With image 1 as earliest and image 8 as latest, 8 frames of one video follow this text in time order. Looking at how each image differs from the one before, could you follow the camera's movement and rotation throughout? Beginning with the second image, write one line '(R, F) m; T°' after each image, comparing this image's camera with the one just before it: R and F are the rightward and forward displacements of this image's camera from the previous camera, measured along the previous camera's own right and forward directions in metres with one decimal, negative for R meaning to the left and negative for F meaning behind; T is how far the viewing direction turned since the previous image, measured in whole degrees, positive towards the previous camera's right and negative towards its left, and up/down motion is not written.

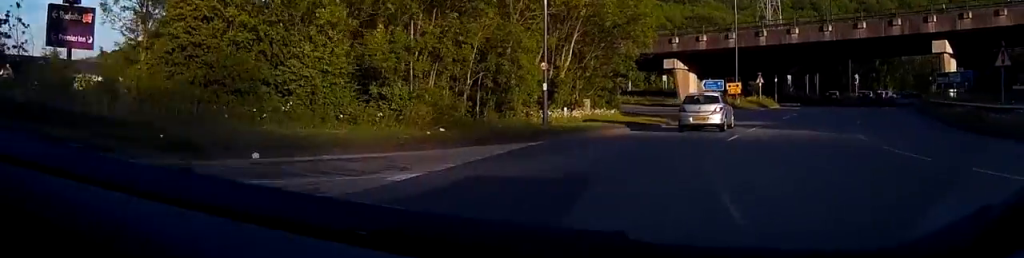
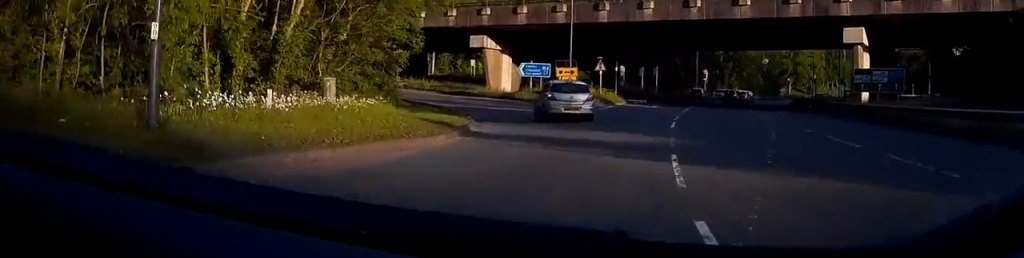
(+2.4, +17.5) m; +13°
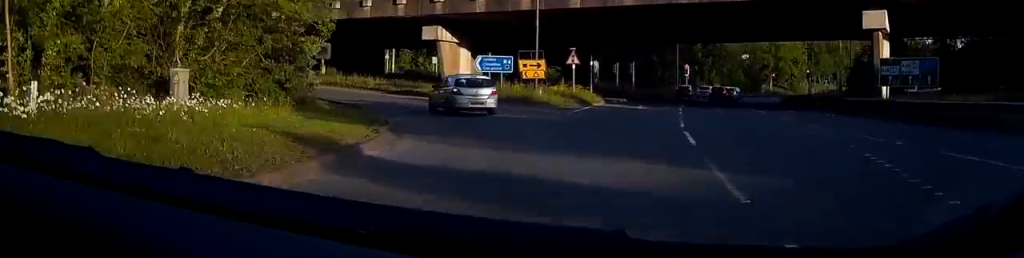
(+0.5, +9.1) m; +3°
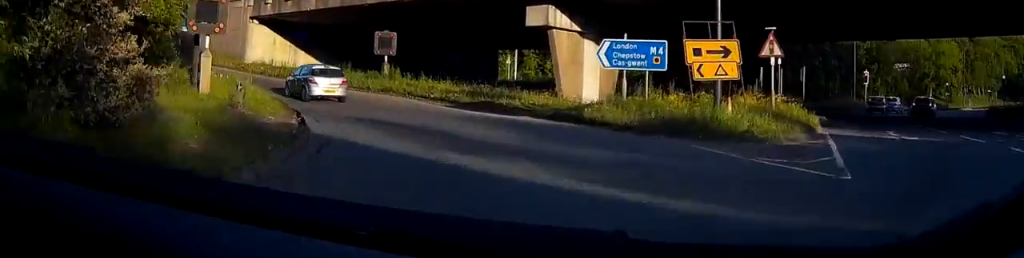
(0.0, +19.3) m; -5°
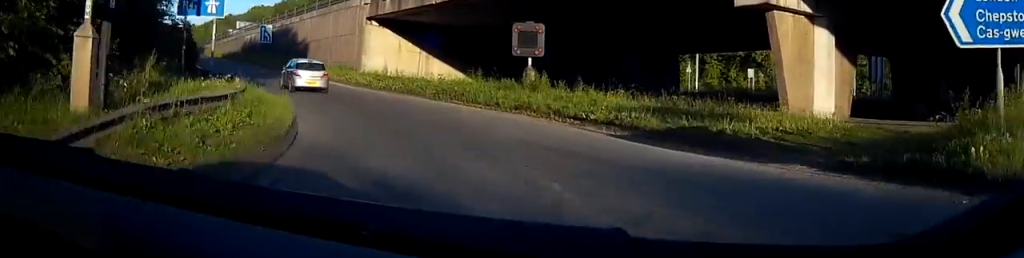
(-1.0, +12.7) m; -11°
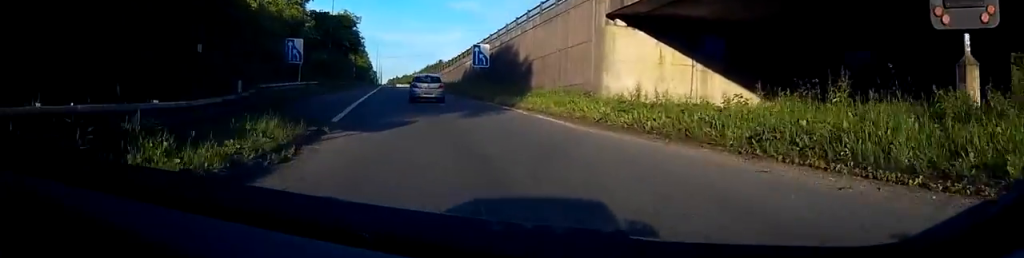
(-2.4, +17.8) m; -15°
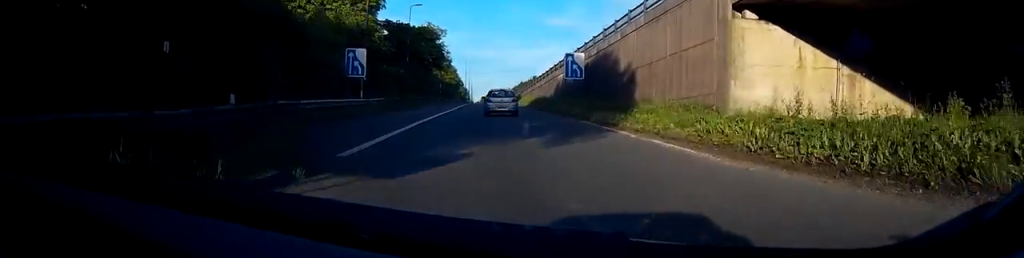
(-0.5, +7.3) m; -5°
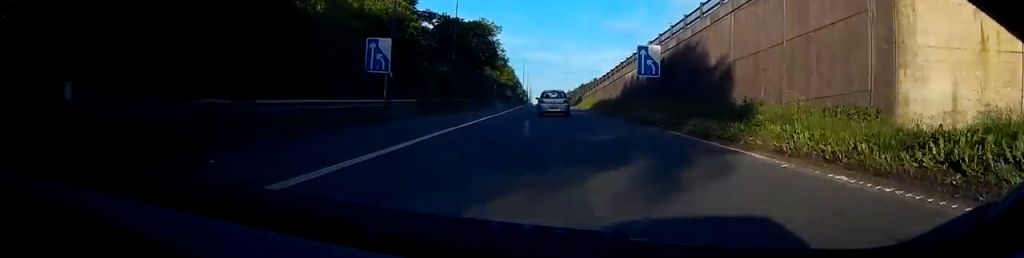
(-0.4, +8.5) m; -6°
